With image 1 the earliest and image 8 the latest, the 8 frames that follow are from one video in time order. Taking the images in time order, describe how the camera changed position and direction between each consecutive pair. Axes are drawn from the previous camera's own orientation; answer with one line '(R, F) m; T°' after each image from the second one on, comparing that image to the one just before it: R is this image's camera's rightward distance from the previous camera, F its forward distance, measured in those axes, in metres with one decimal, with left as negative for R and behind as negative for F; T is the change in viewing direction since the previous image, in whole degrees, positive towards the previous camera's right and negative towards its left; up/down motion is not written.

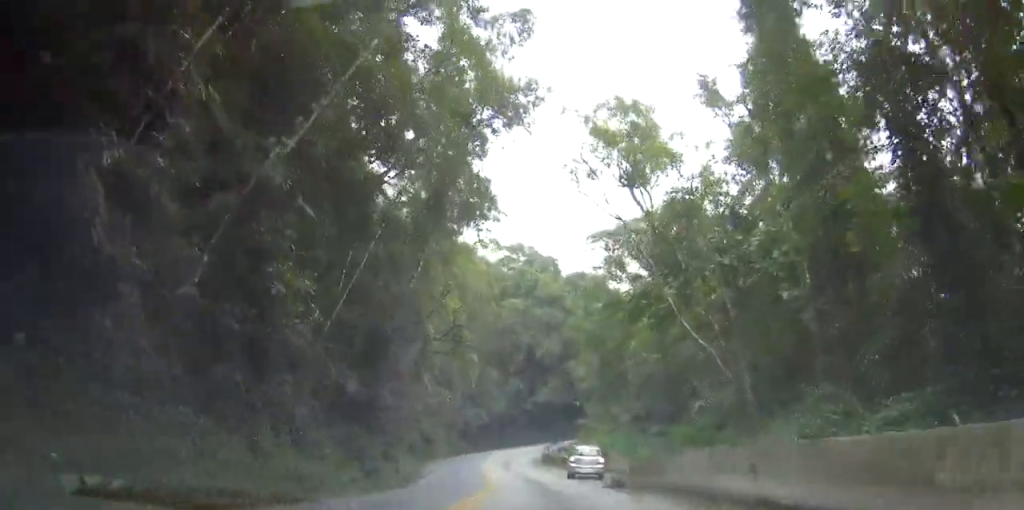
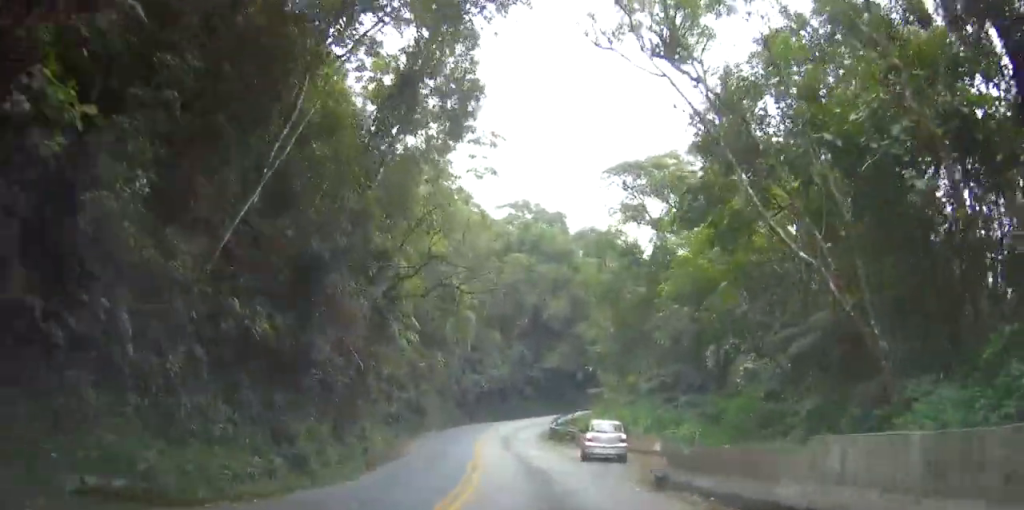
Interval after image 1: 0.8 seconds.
(-0.3, +7.8) m; -2°
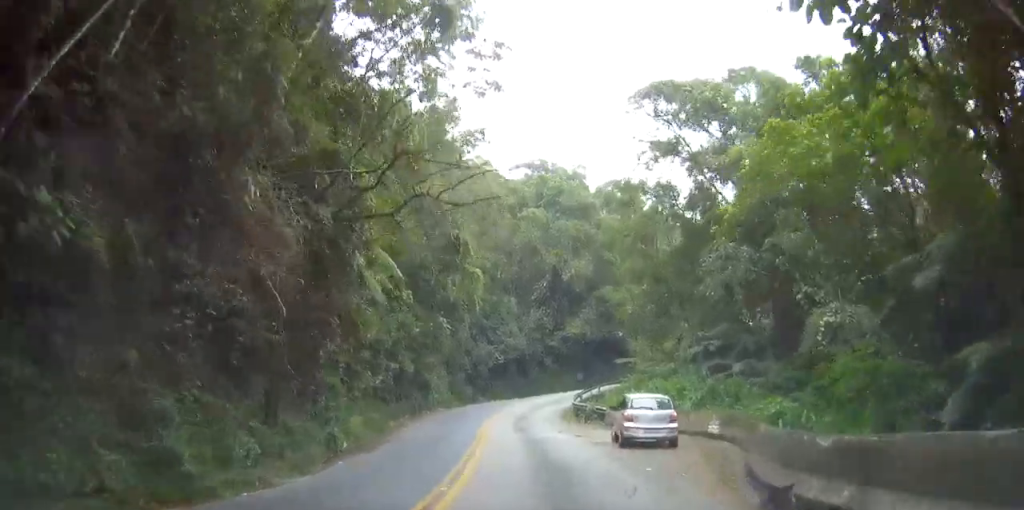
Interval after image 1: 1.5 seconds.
(-0.1, +7.1) m; -2°
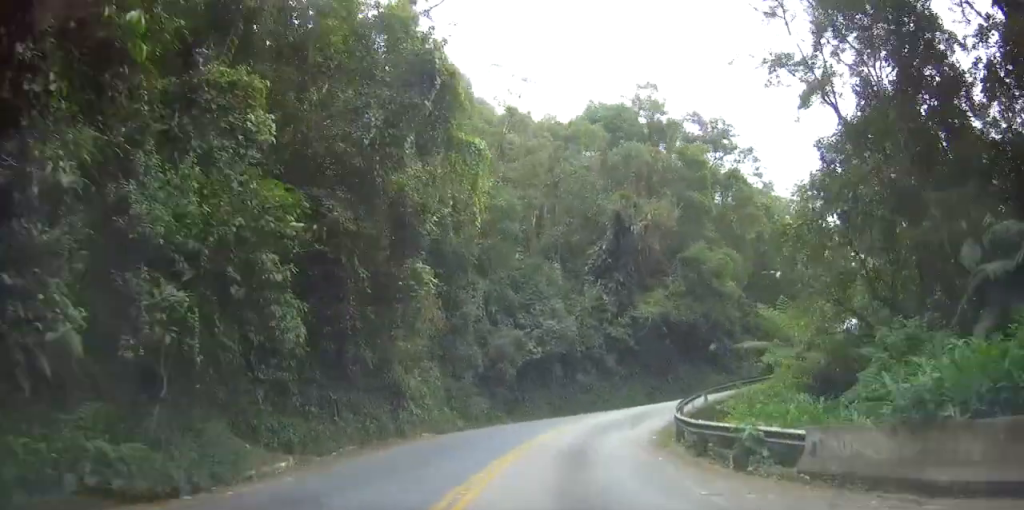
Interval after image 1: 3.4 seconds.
(+0.9, +20.4) m; +11°
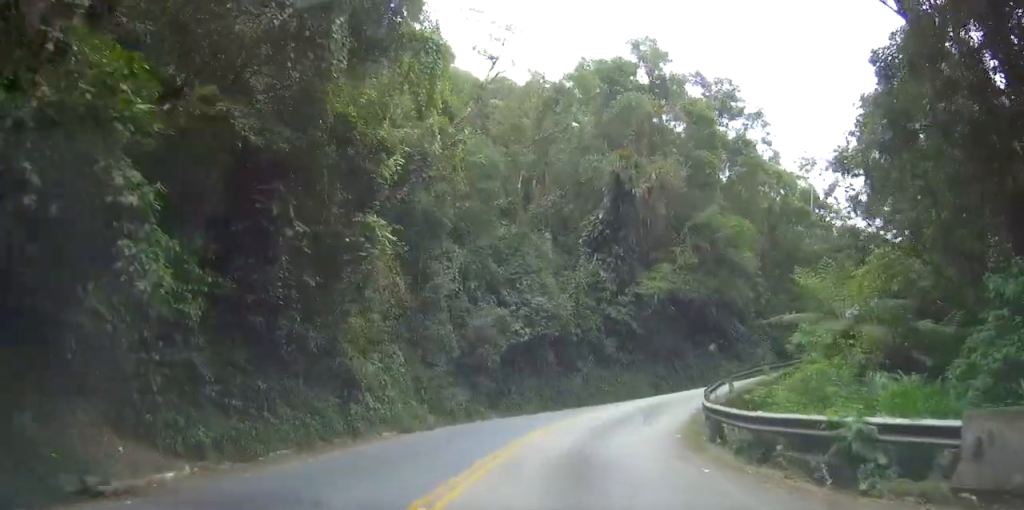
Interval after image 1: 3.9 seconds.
(+0.5, +5.2) m; +4°
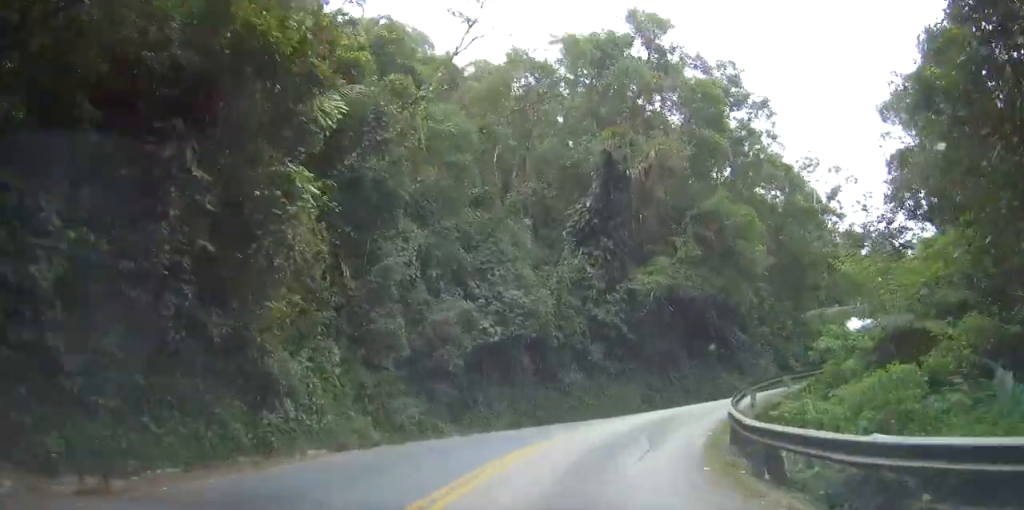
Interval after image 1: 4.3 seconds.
(+0.2, +4.8) m; +2°
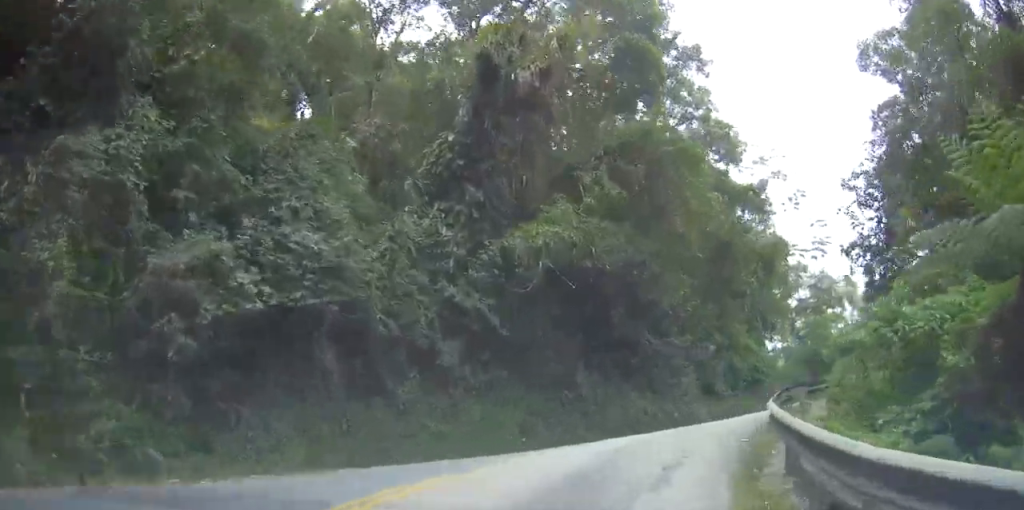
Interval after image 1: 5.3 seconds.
(+0.1, +10.5) m; +1°
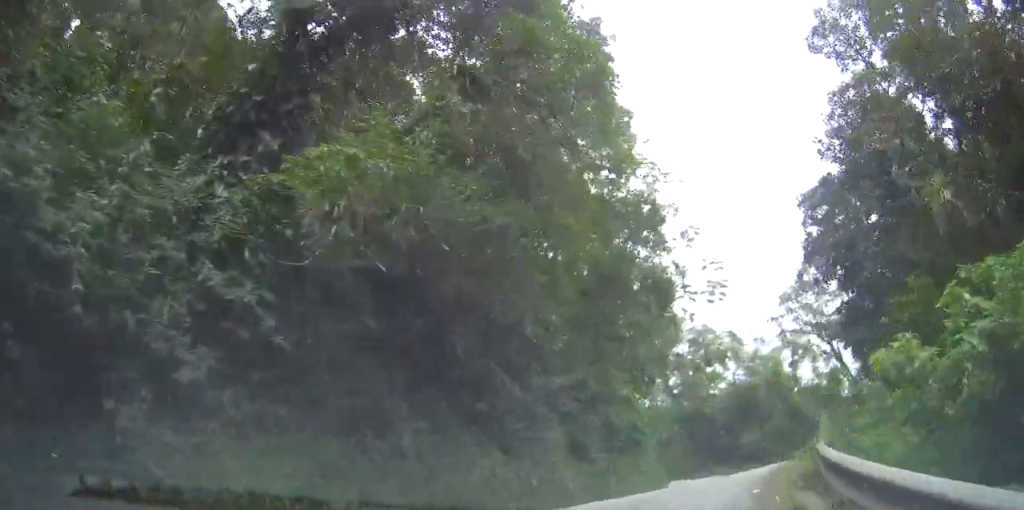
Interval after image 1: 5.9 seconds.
(-0.1, +7.3) m; +2°
